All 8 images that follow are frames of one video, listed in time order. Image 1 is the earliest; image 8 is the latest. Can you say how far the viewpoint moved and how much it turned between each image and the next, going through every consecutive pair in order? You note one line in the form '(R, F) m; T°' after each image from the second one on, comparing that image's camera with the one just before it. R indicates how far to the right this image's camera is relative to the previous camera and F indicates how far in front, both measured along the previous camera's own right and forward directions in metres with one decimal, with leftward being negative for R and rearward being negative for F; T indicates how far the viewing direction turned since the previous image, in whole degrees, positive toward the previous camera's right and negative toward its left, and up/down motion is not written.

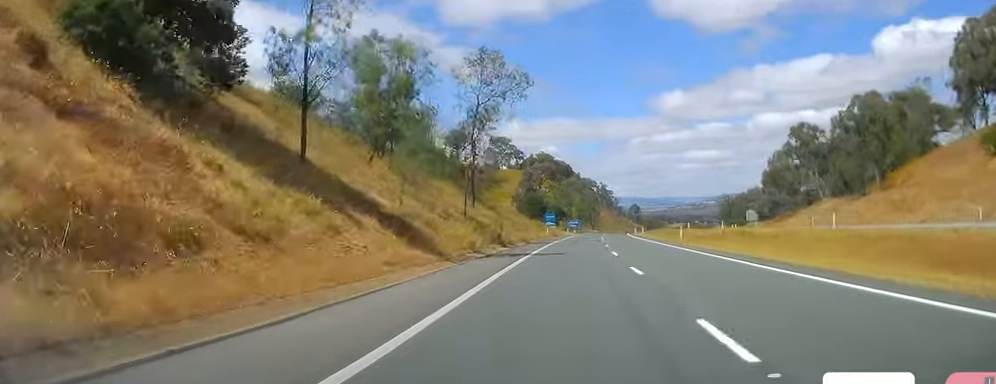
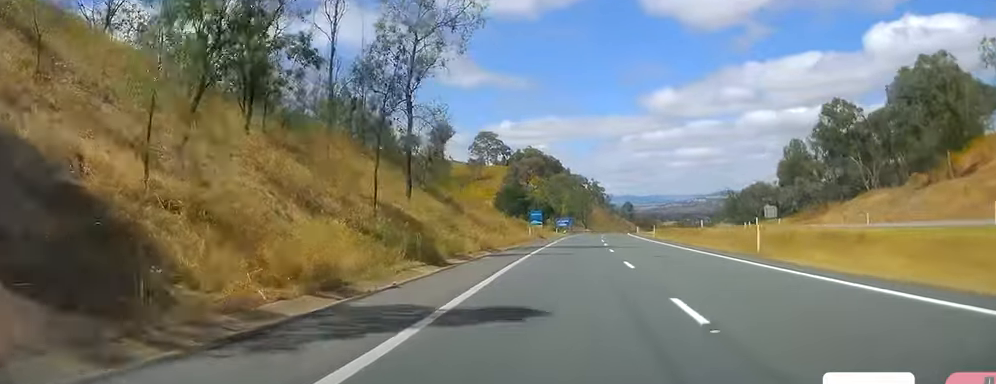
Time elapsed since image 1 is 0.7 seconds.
(-0.2, +21.2) m; +1°
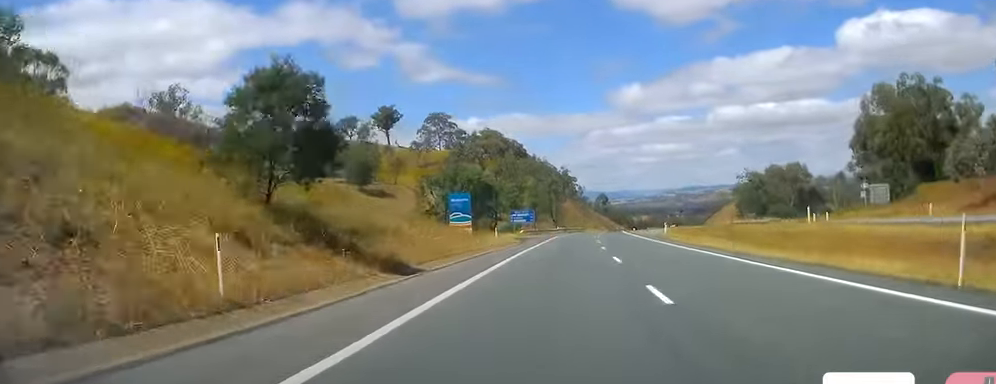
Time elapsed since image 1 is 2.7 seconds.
(+2.4, +57.8) m; +3°
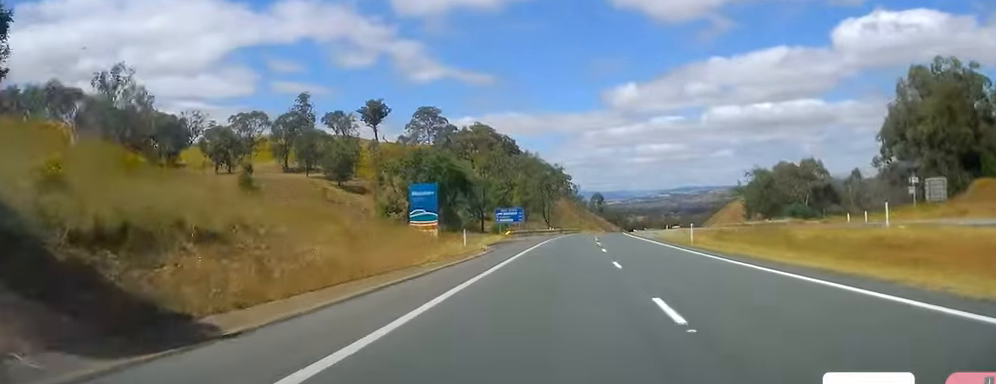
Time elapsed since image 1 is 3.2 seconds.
(-0.1, +13.5) m; 0°
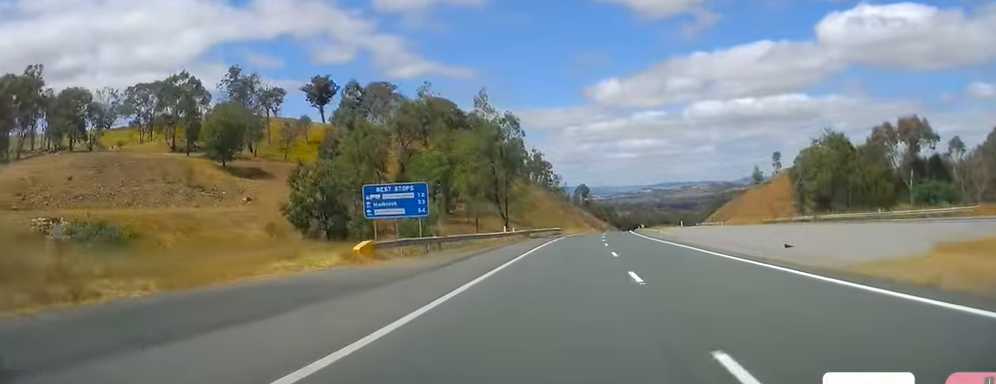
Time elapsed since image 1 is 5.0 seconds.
(+1.5, +53.1) m; +2°
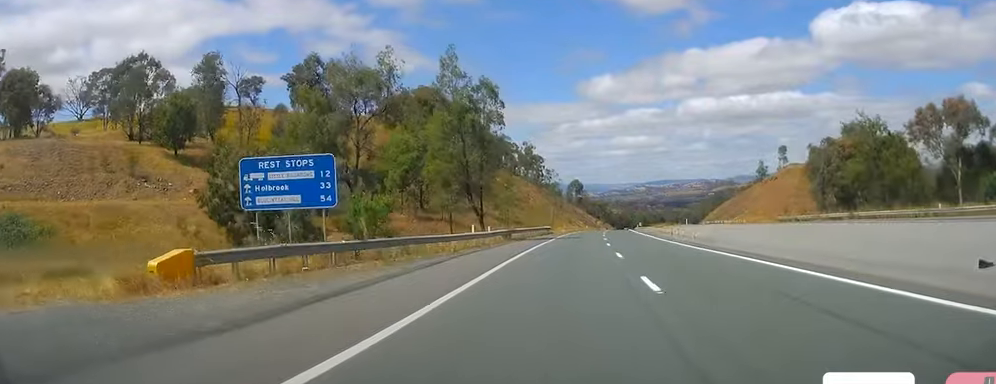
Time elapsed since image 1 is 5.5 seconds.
(+0.2, +14.4) m; 0°
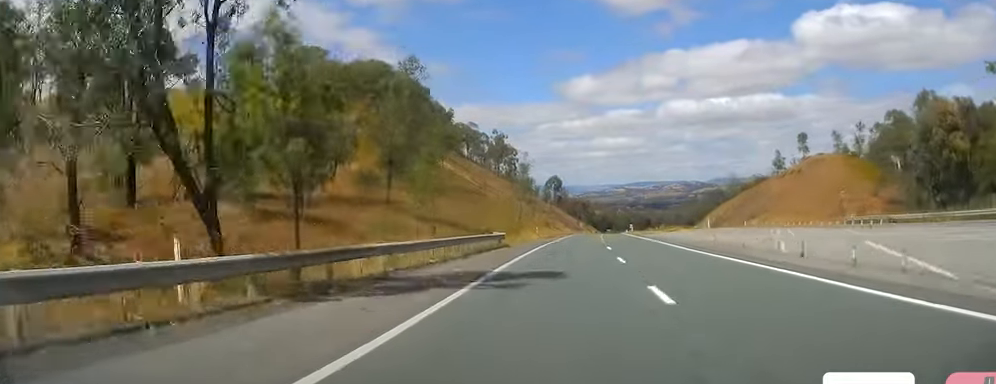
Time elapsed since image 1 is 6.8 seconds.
(-0.5, +37.4) m; +1°
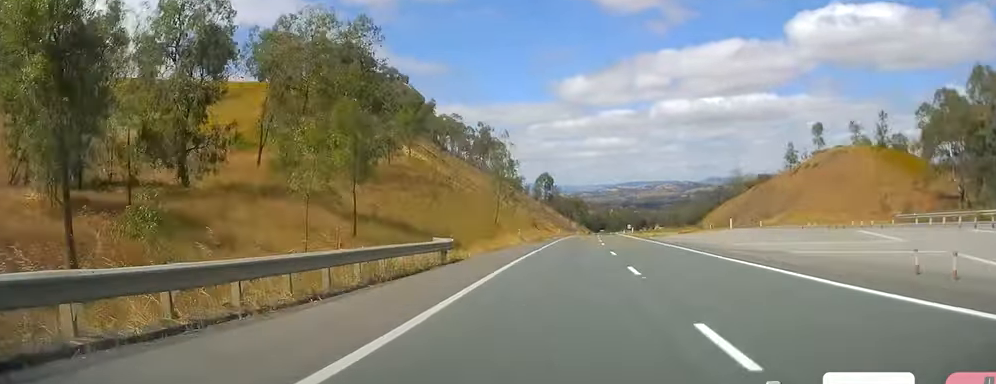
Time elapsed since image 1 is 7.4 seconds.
(+0.3, +17.3) m; +1°
